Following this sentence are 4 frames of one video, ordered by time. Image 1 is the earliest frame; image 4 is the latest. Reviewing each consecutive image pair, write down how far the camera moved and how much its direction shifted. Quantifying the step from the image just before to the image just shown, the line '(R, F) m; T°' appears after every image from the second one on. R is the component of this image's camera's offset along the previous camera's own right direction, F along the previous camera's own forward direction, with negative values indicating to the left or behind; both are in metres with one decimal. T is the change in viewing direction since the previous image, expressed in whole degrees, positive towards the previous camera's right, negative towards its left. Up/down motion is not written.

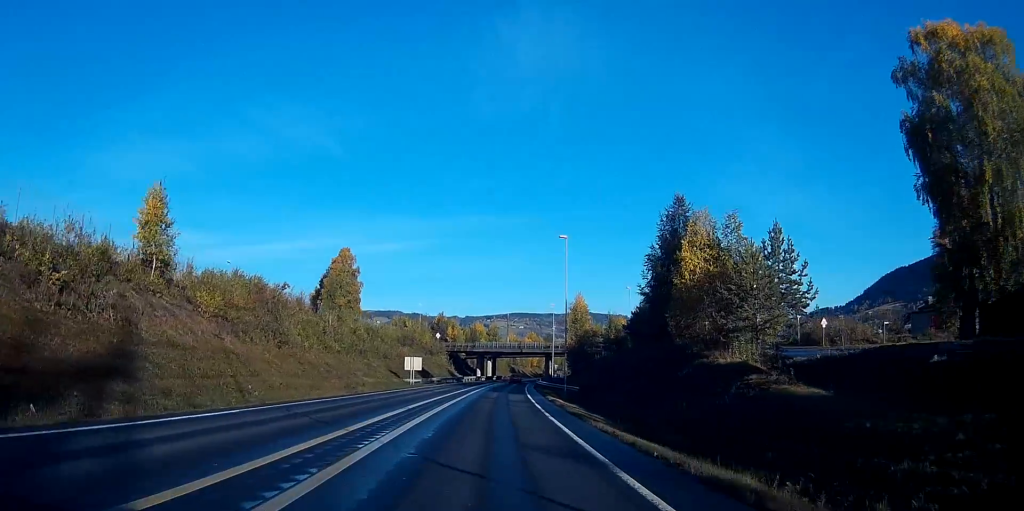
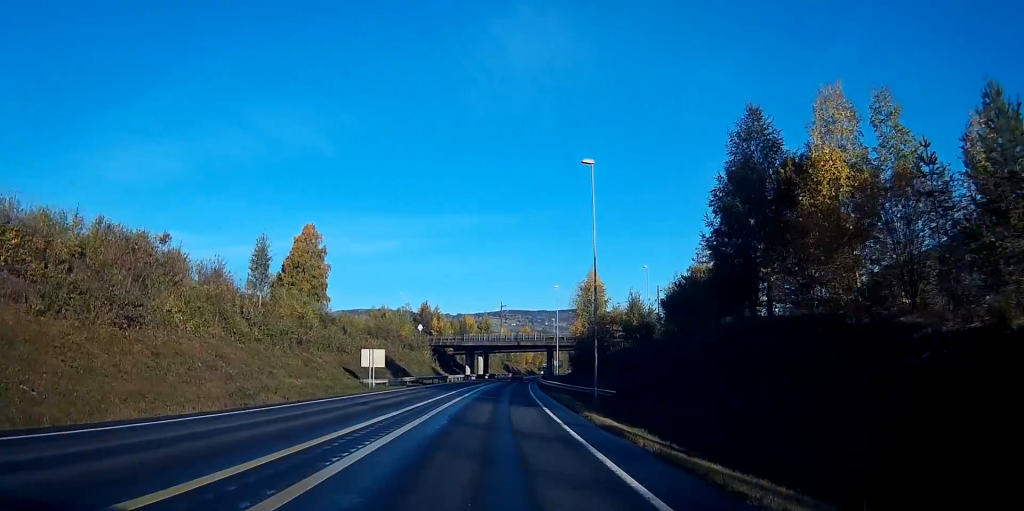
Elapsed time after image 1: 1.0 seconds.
(+0.2, +20.7) m; +1°
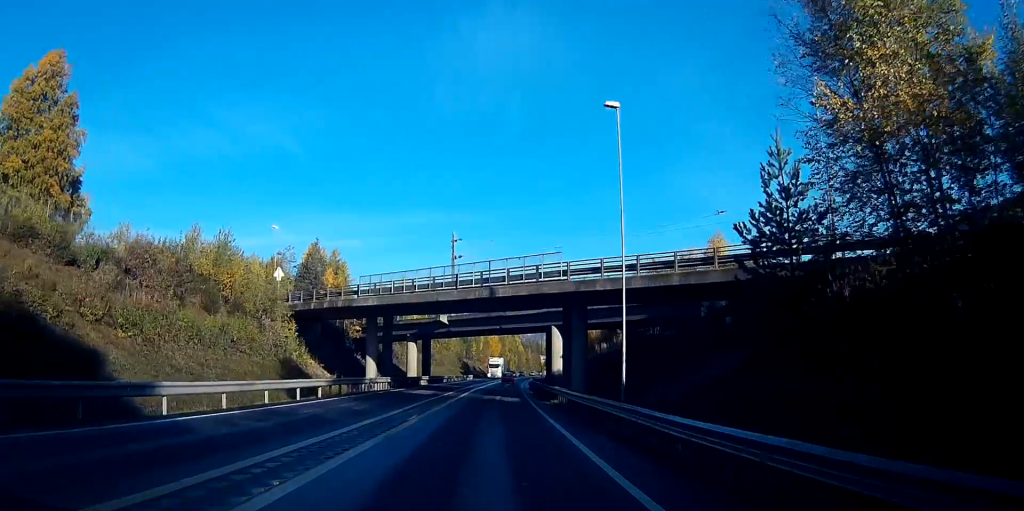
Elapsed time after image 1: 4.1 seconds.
(+2.0, +66.4) m; +3°
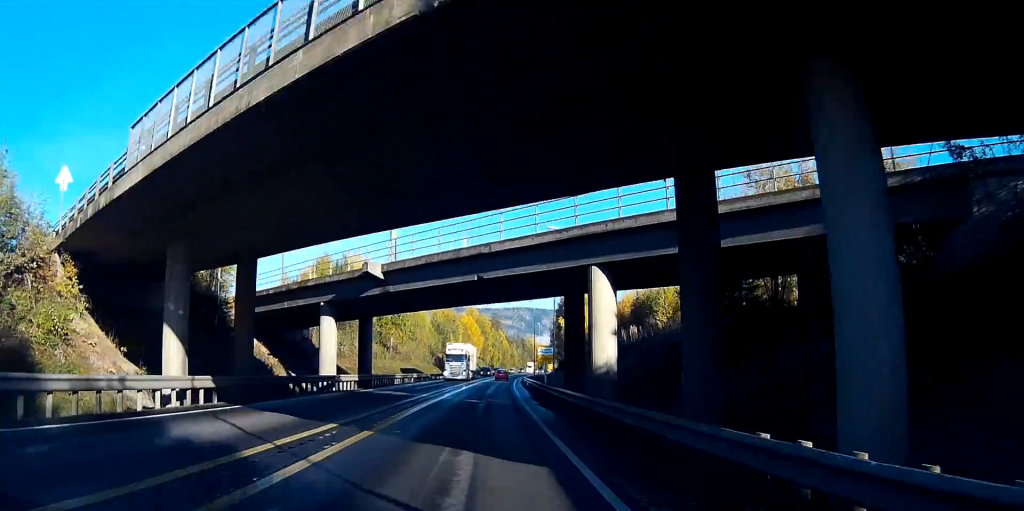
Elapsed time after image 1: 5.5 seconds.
(+0.3, +29.5) m; +2°
